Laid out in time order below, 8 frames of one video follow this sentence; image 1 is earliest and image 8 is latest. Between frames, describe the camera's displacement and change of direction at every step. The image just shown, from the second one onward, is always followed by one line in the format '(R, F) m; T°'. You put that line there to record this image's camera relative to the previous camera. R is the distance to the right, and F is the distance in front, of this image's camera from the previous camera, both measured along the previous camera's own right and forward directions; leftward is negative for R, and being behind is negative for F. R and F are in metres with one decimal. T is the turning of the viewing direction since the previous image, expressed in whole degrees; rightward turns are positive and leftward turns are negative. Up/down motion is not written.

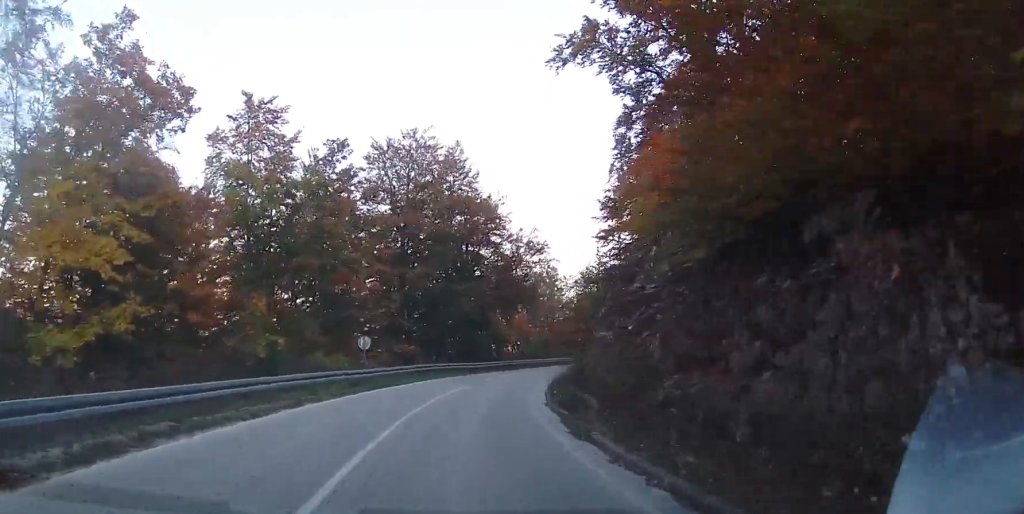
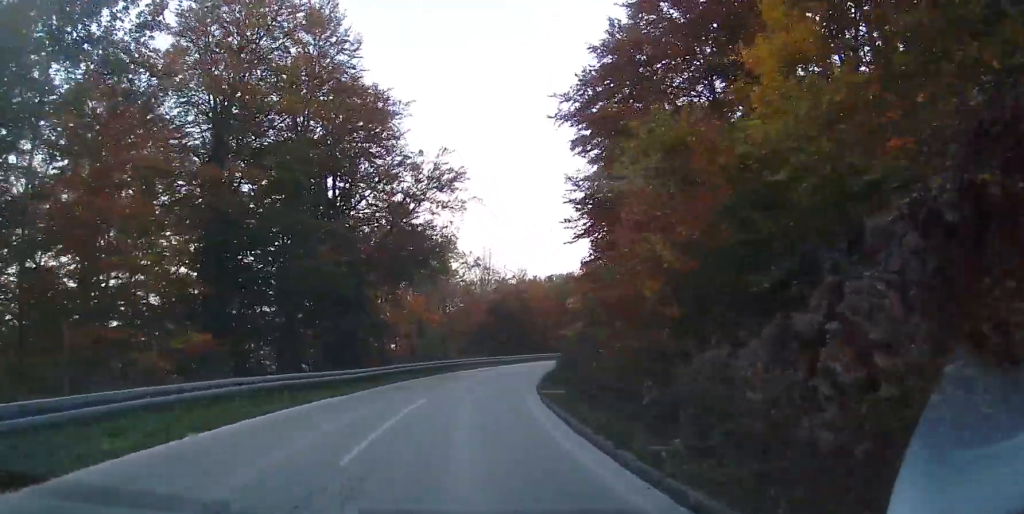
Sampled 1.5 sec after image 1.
(+1.5, +21.6) m; +7°
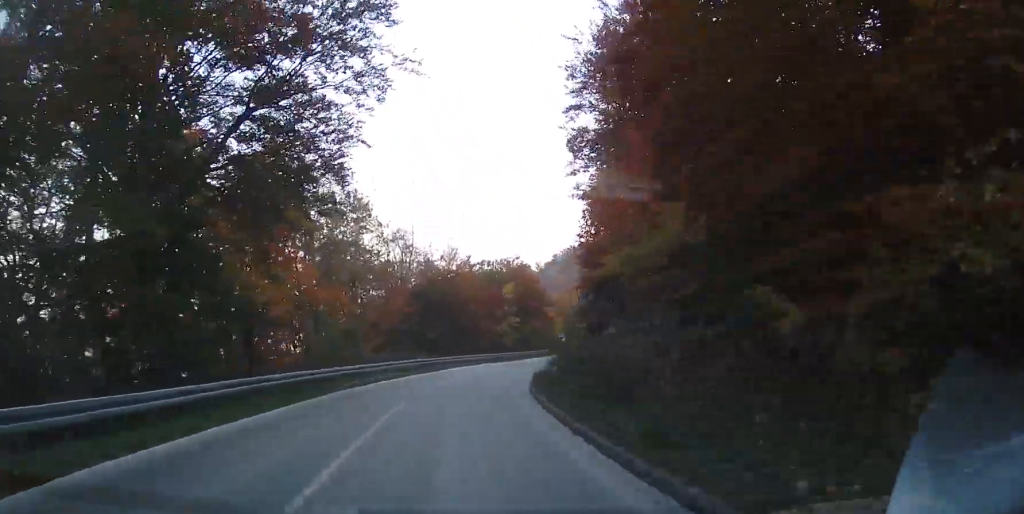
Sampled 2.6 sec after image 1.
(+0.7, +16.6) m; +6°
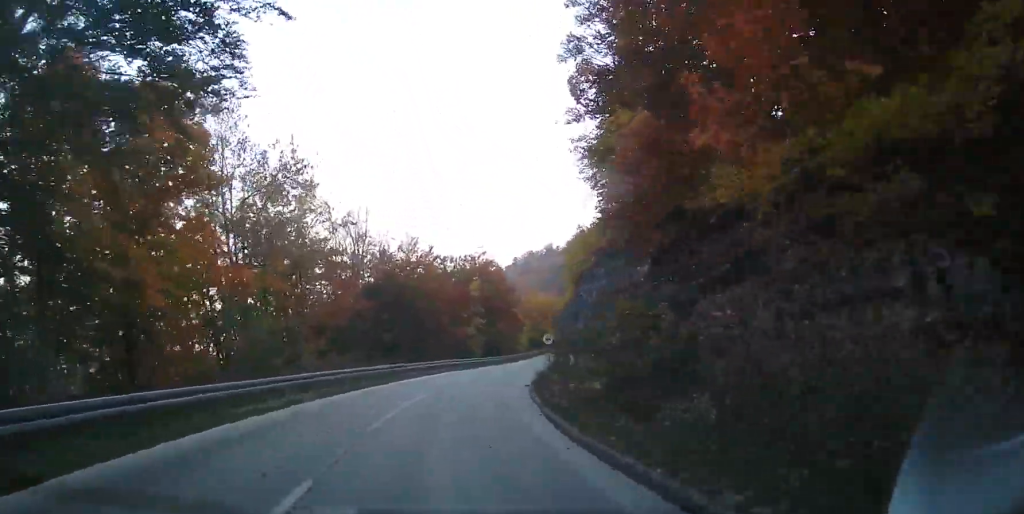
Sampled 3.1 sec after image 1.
(-0.1, +8.6) m; +4°
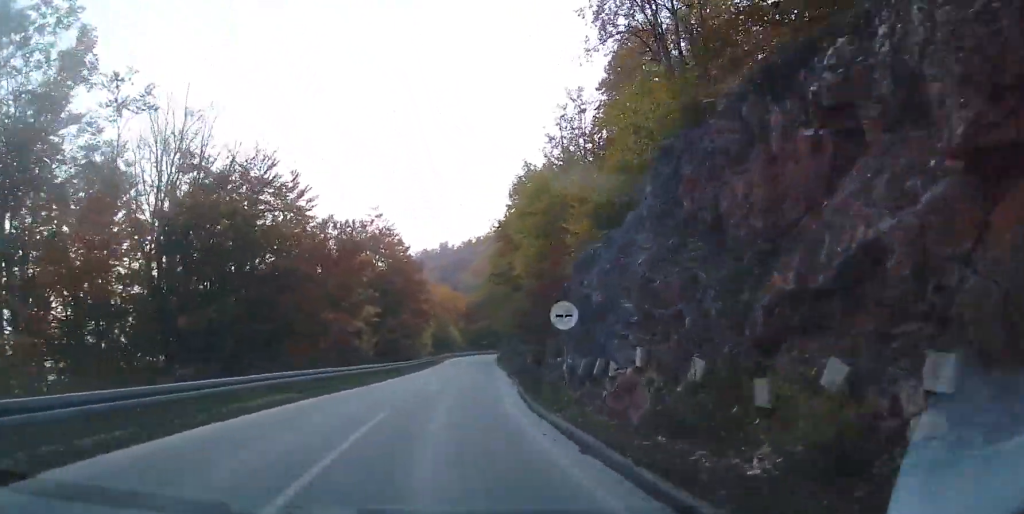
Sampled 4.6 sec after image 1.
(+2.5, +22.2) m; +10°
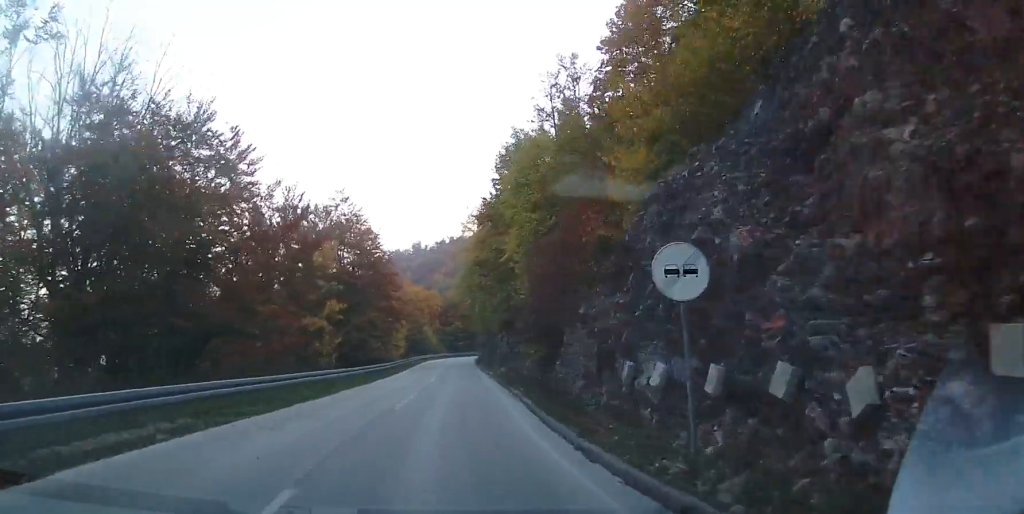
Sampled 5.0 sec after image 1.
(0.0, +6.7) m; +3°
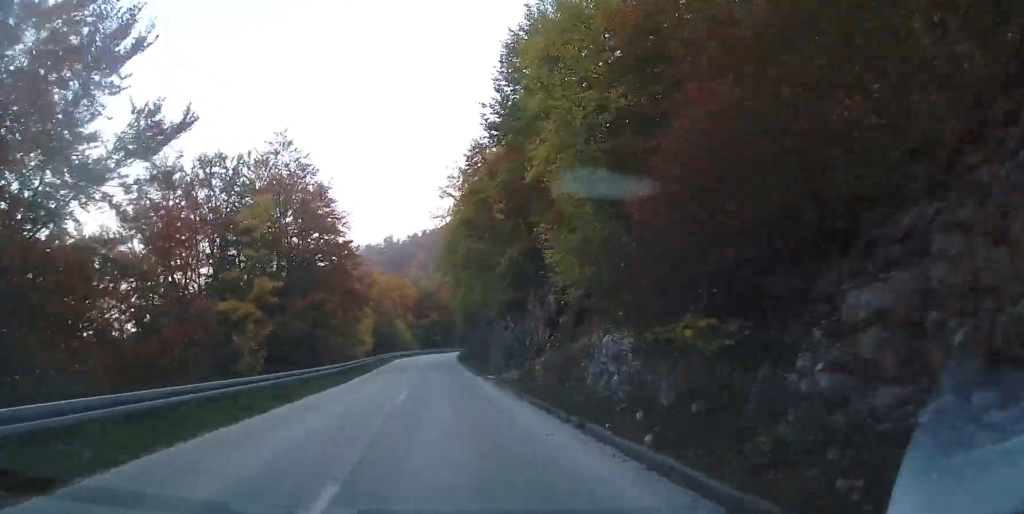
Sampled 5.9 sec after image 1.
(+0.7, +12.9) m; +3°
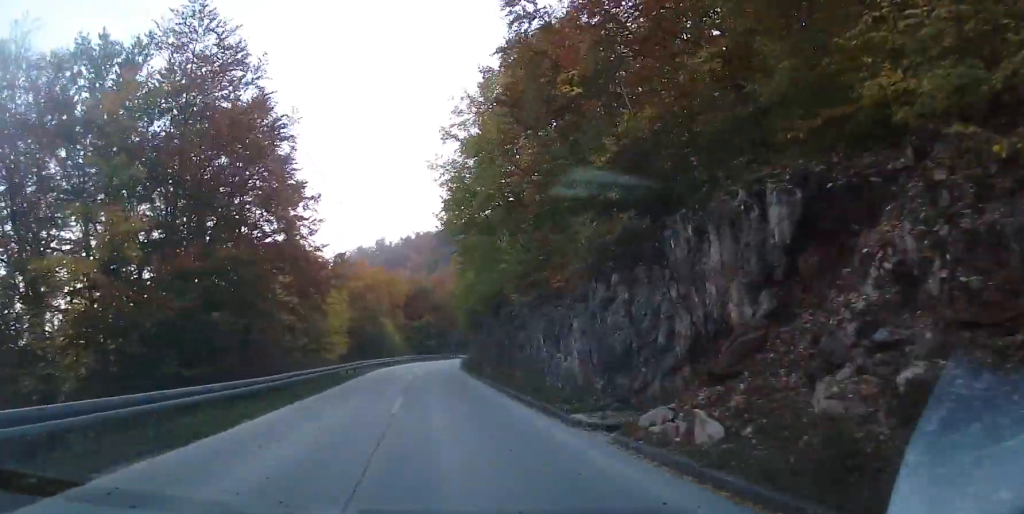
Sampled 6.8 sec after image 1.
(+0.3, +15.1) m; +3°
